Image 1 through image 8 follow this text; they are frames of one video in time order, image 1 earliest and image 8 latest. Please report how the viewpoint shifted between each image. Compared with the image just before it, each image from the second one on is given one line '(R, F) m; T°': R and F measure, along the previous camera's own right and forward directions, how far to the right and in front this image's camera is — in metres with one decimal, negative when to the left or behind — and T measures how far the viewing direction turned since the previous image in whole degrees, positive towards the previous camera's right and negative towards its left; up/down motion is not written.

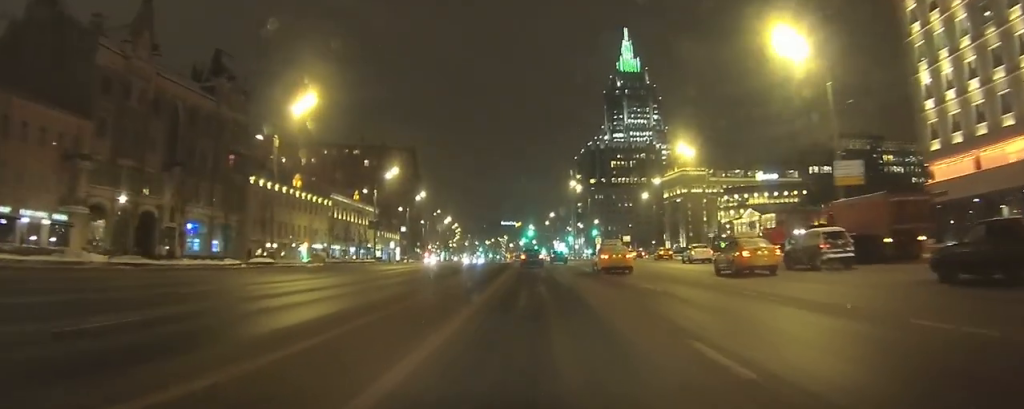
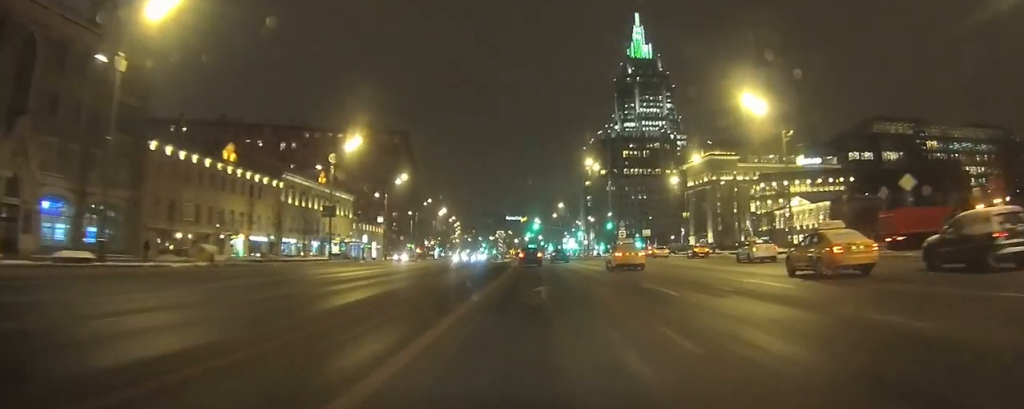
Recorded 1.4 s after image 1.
(+0.1, +22.2) m; 0°
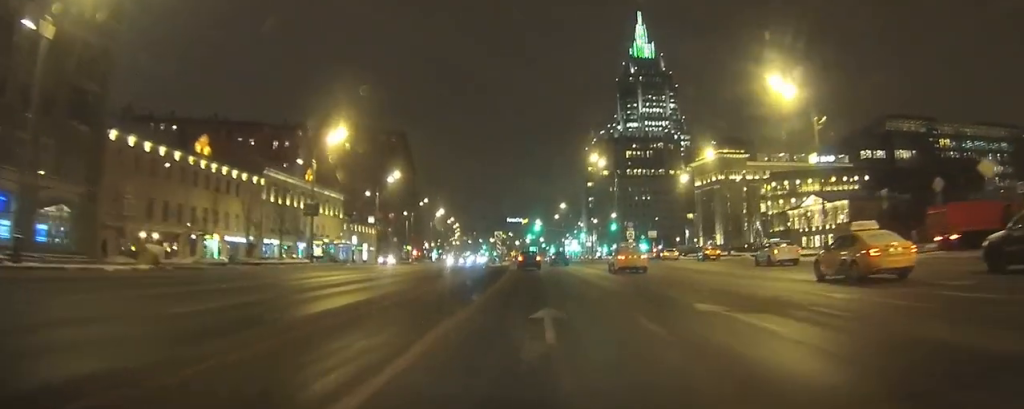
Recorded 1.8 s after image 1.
(+0.1, +6.1) m; 0°
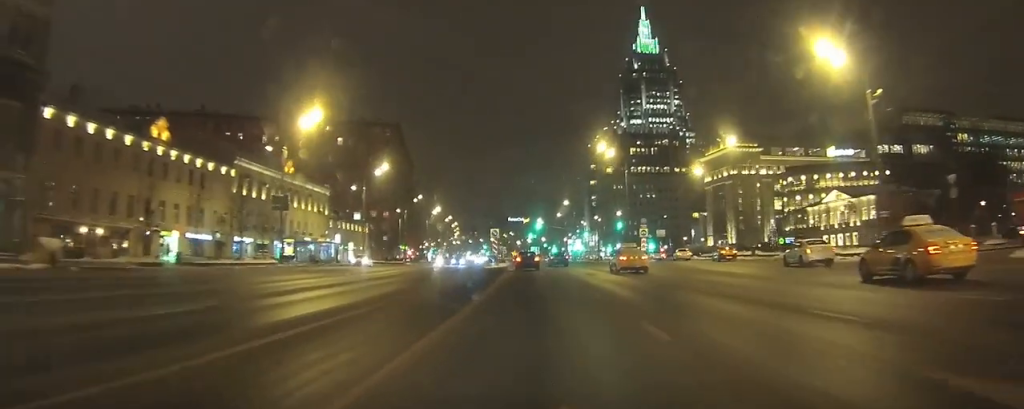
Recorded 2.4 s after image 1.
(0.0, +8.2) m; 0°
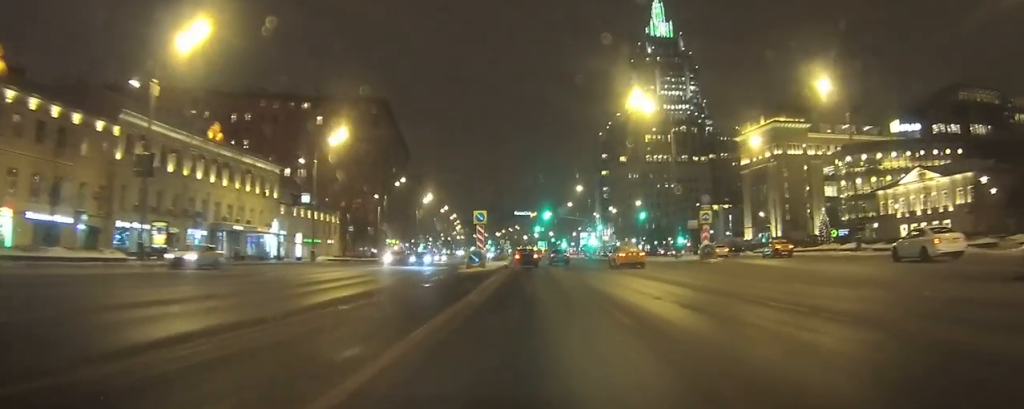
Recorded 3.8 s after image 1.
(+0.1, +22.5) m; 0°
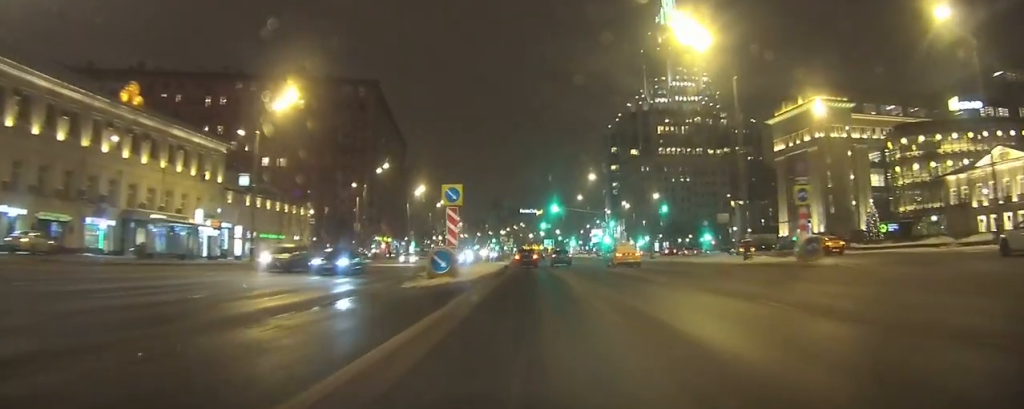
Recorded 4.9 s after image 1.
(-0.1, +15.9) m; -1°
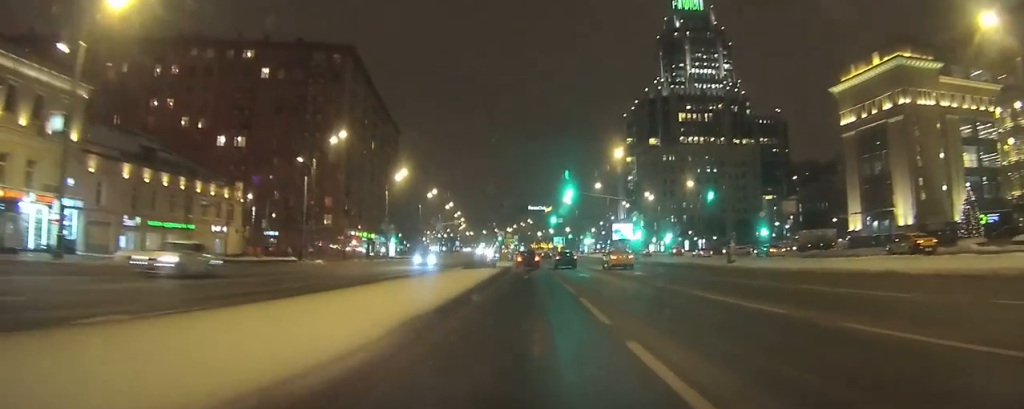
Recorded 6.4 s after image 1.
(-0.4, +23.4) m; -1°
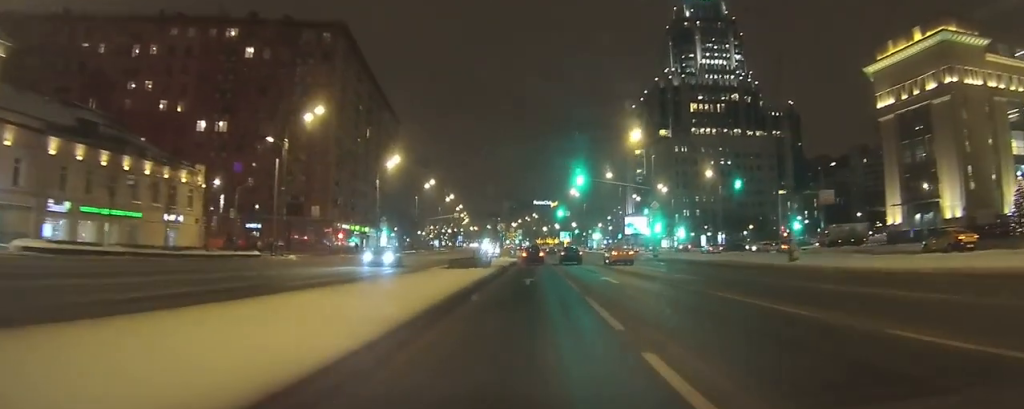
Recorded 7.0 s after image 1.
(-0.1, +9.1) m; 0°
